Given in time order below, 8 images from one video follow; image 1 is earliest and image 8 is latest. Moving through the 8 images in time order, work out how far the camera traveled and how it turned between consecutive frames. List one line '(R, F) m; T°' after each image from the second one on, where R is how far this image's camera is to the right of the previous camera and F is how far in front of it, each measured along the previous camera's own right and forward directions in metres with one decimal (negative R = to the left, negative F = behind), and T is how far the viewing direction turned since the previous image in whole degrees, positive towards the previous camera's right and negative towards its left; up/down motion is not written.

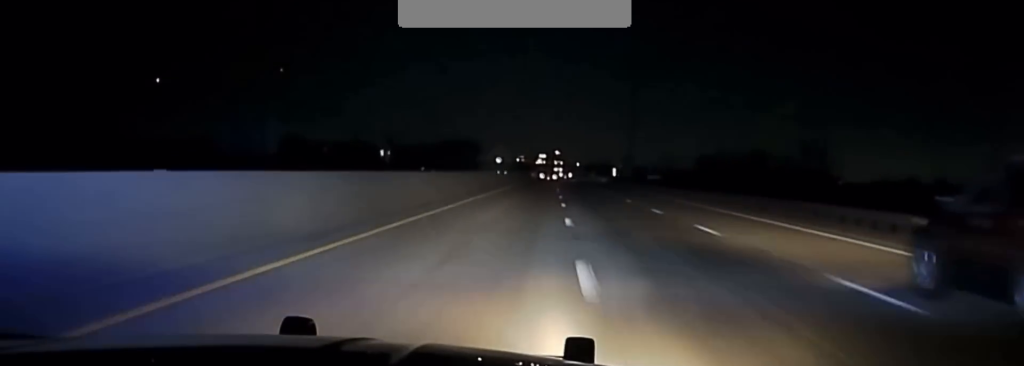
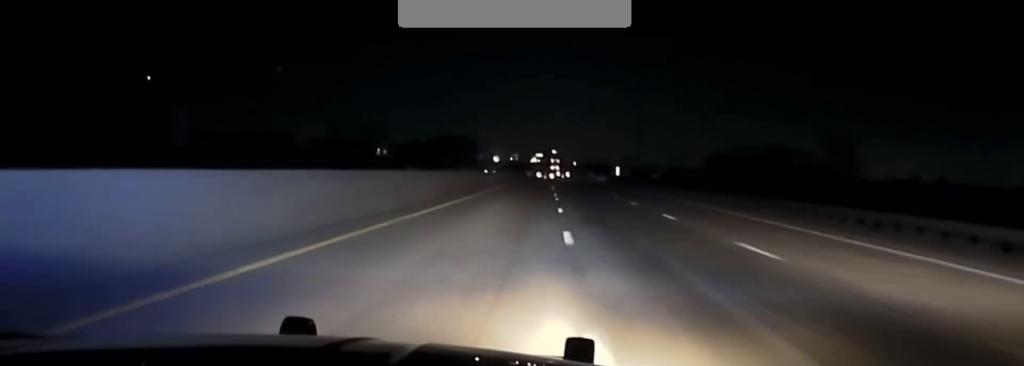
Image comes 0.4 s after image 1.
(0.0, +17.4) m; 0°
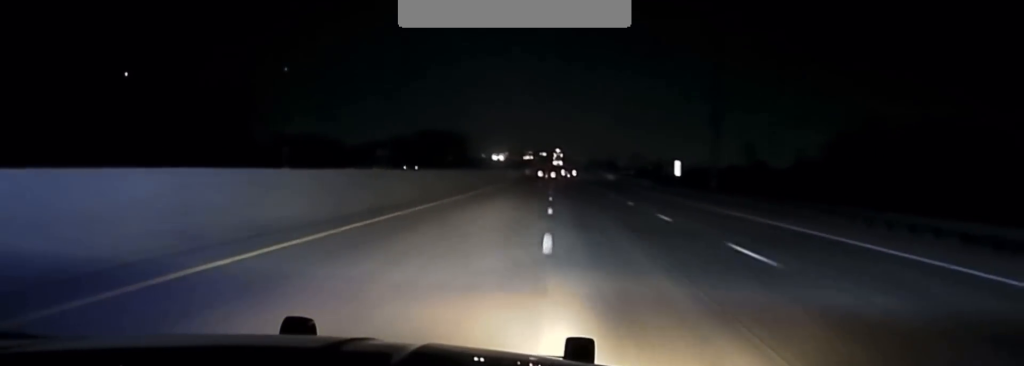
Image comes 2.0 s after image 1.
(0.0, +67.8) m; 0°
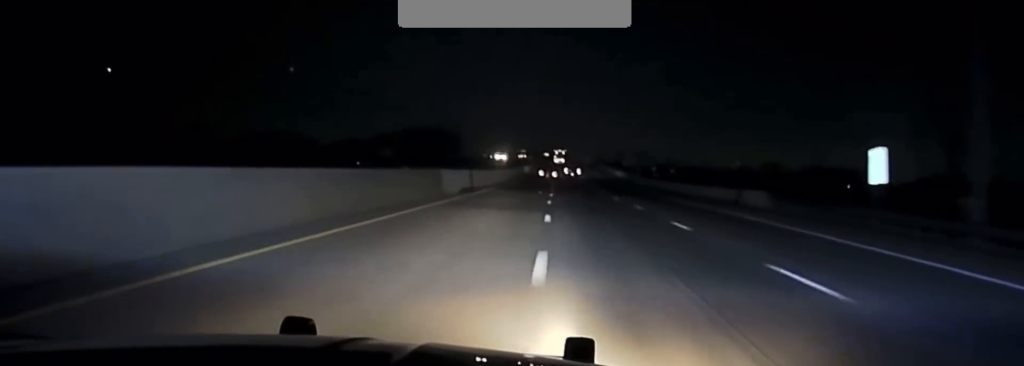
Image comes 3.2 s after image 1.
(-0.1, +47.1) m; 0°
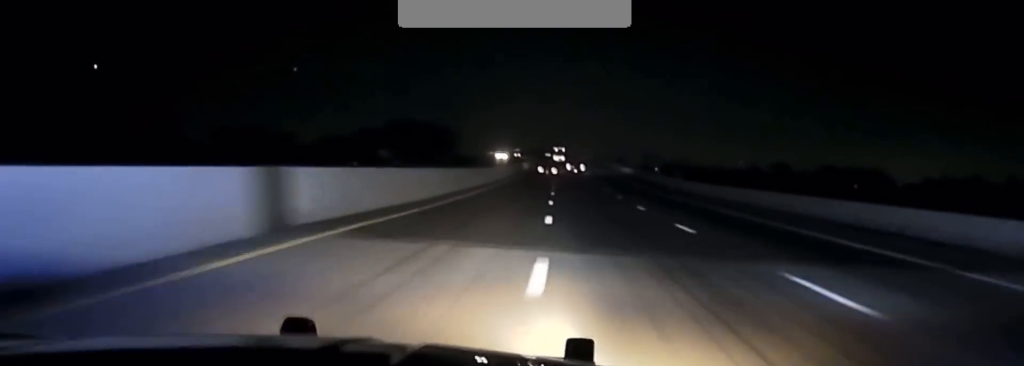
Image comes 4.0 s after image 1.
(0.0, +37.9) m; 0°
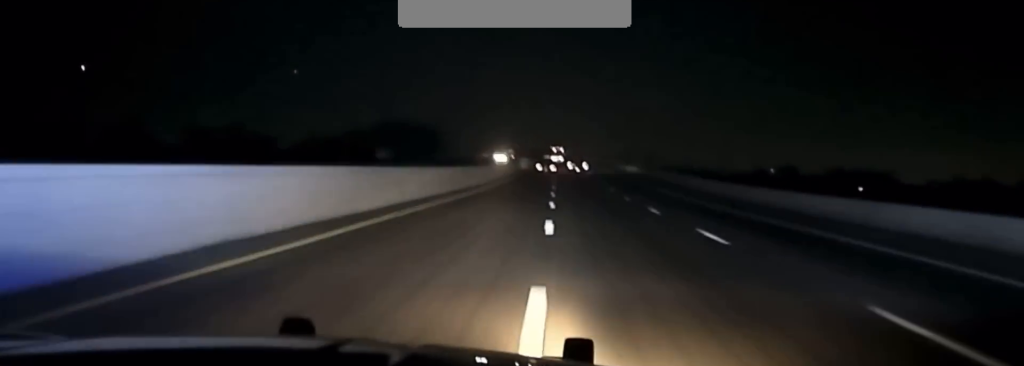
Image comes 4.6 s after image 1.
(0.0, +31.6) m; 0°
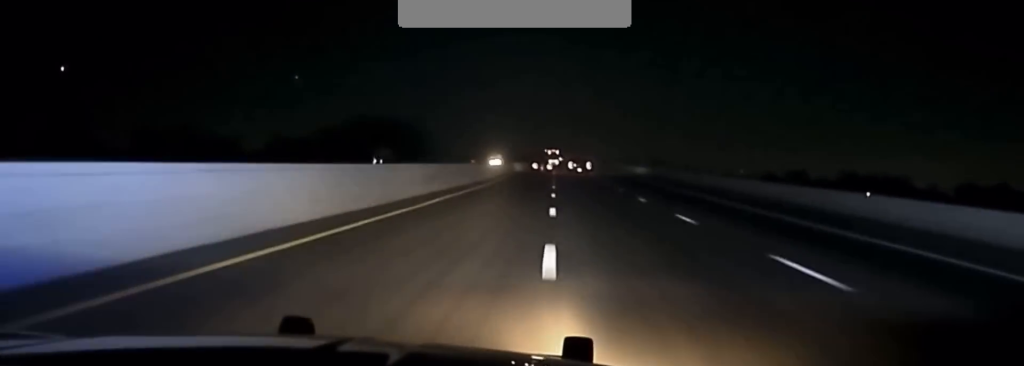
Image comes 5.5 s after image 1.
(0.0, +48.2) m; 0°
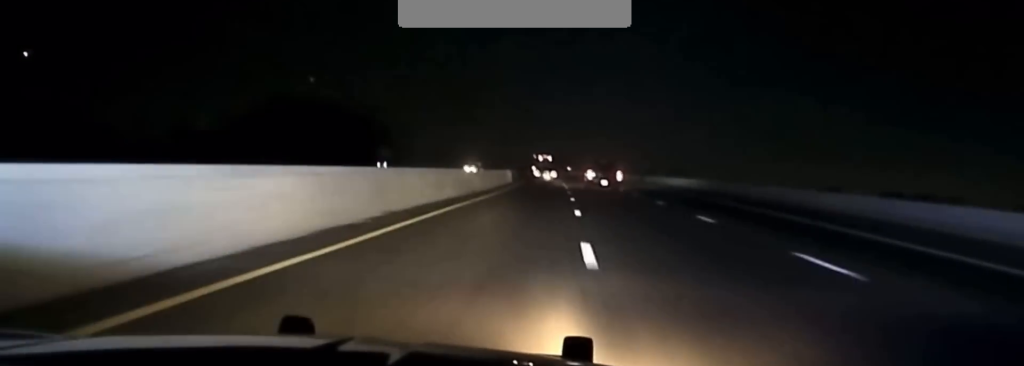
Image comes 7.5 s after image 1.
(-0.5, +95.0) m; 0°
